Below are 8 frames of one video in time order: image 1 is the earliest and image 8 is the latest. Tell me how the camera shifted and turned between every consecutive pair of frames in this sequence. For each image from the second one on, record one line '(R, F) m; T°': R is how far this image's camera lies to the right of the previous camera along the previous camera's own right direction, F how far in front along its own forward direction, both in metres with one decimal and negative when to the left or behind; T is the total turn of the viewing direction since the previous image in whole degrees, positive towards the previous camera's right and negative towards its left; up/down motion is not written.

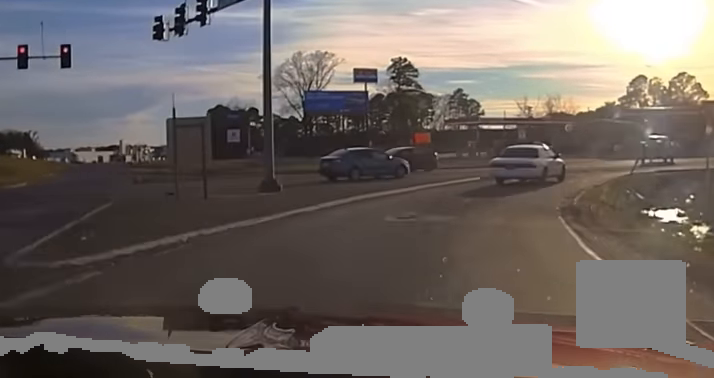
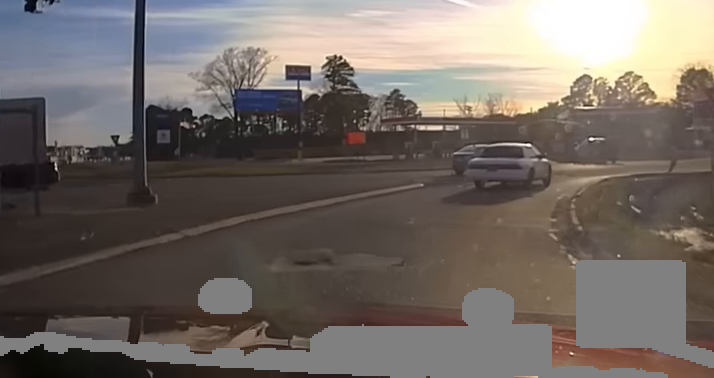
(+0.1, +6.5) m; +6°
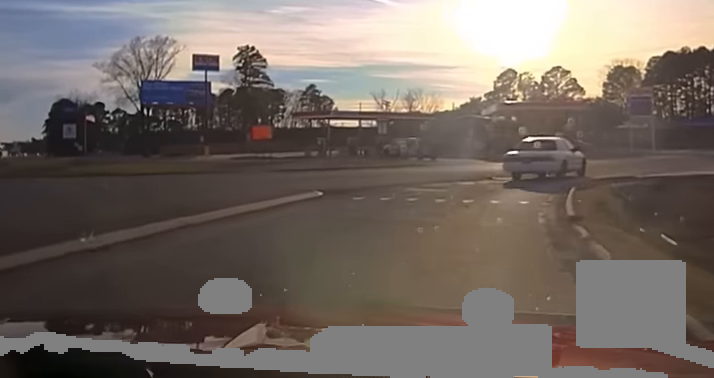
(+0.6, +9.5) m; +3°
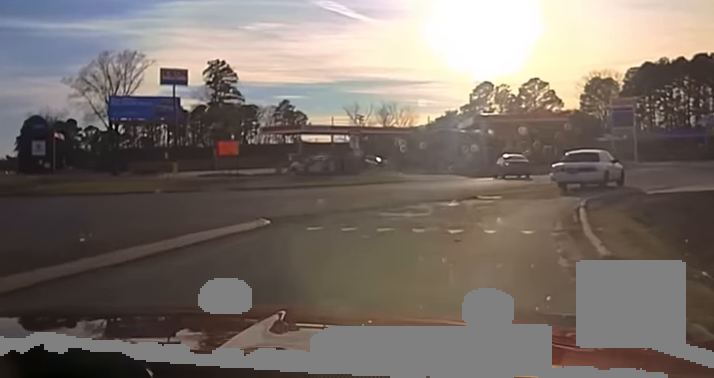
(+0.1, +4.1) m; +3°
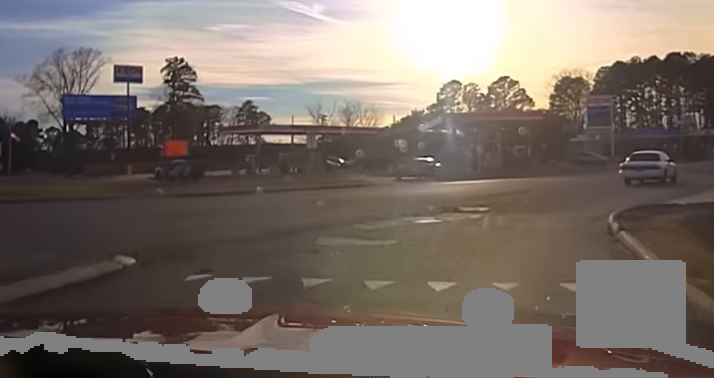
(+0.2, +5.2) m; +4°
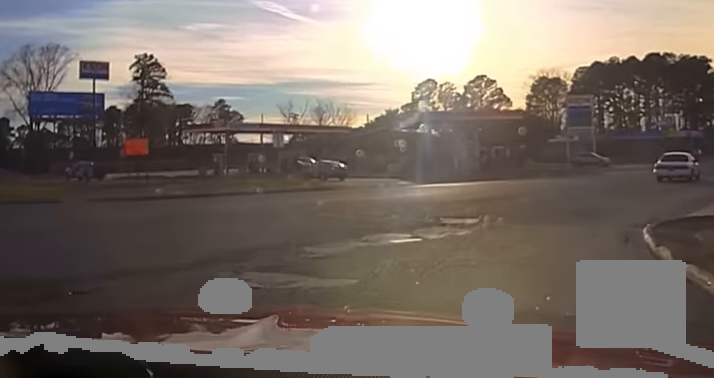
(+0.1, +3.1) m; +2°
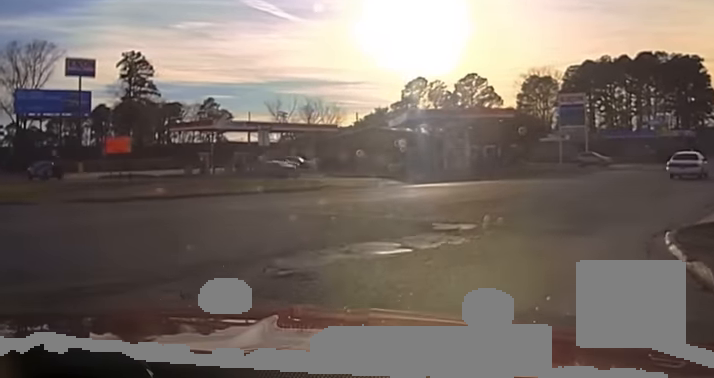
(0.0, +1.3) m; +1°
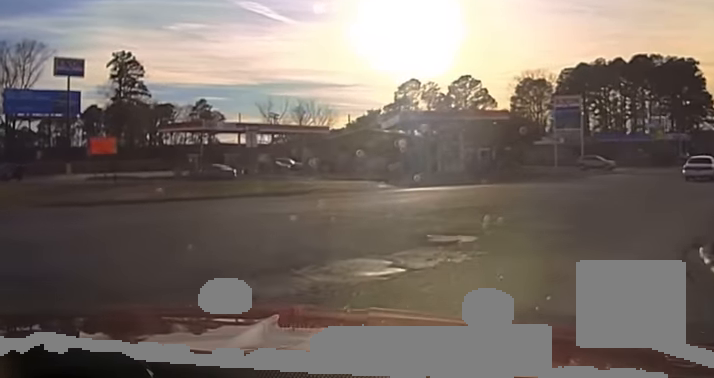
(0.0, +1.5) m; +2°
